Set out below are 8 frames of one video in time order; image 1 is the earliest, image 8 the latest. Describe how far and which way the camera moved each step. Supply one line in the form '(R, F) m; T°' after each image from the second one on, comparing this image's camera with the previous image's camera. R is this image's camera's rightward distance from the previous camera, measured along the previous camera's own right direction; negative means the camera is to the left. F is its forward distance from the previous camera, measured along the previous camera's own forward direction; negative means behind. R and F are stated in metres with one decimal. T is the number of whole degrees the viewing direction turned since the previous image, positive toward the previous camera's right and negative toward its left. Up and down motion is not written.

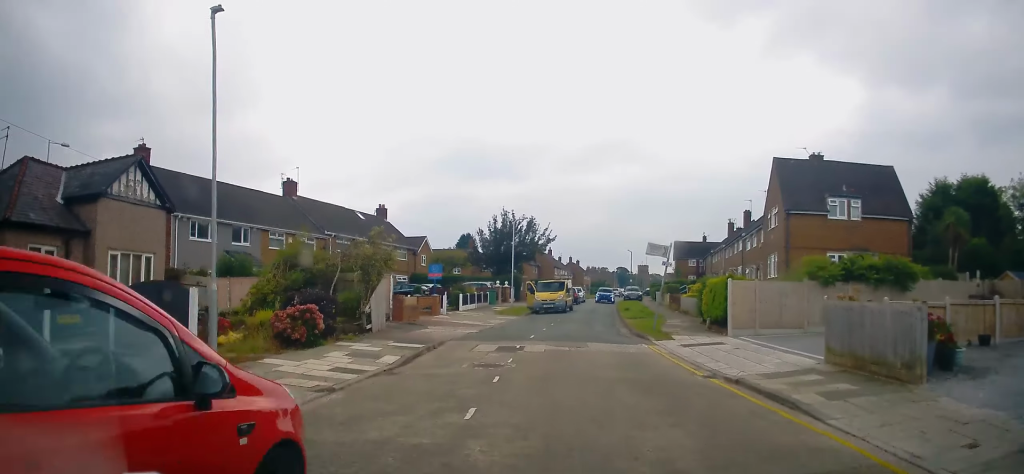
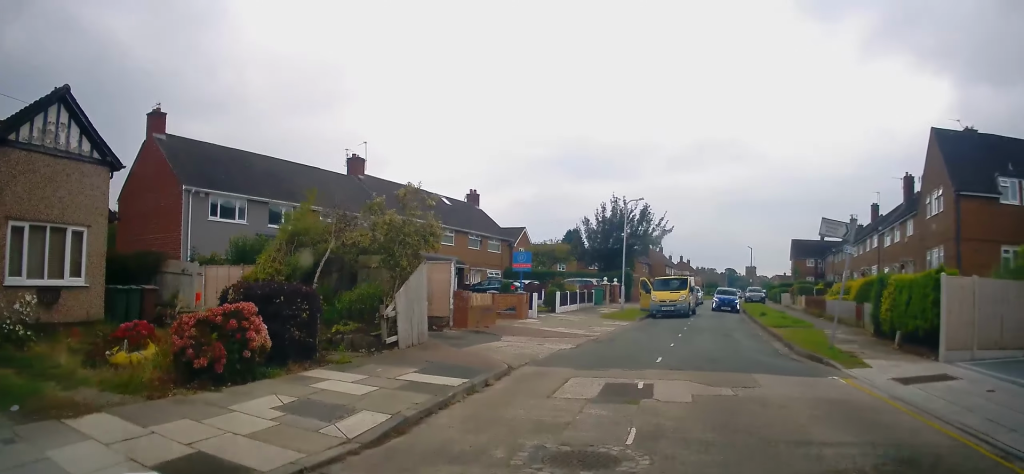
(-0.6, +7.5) m; -5°
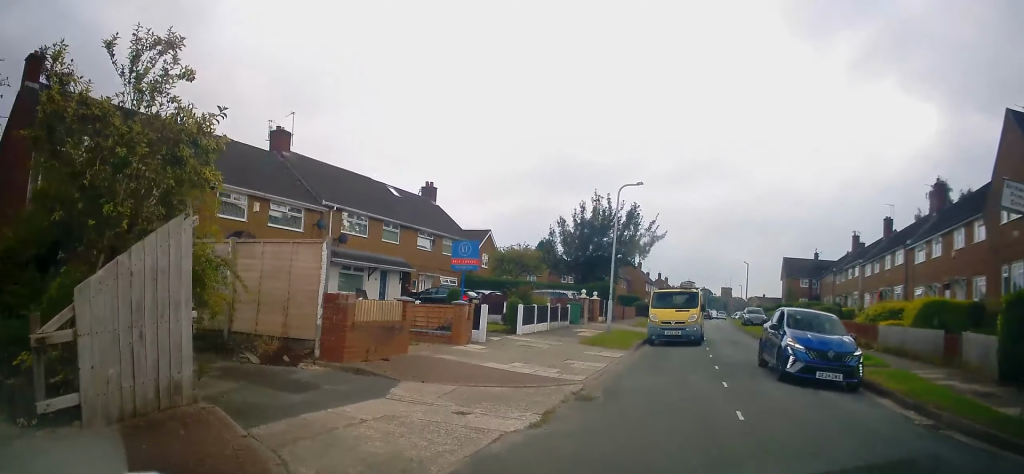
(0.0, +8.0) m; -1°
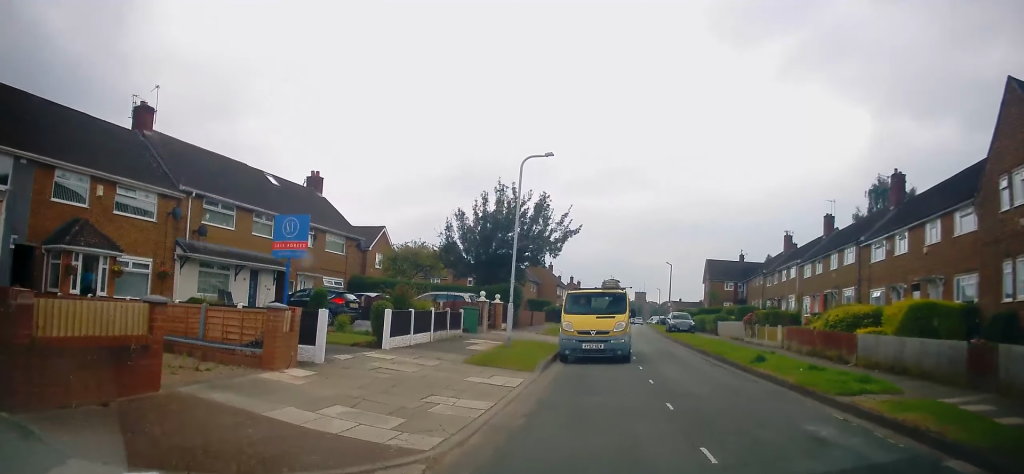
(-0.1, +4.9) m; +7°
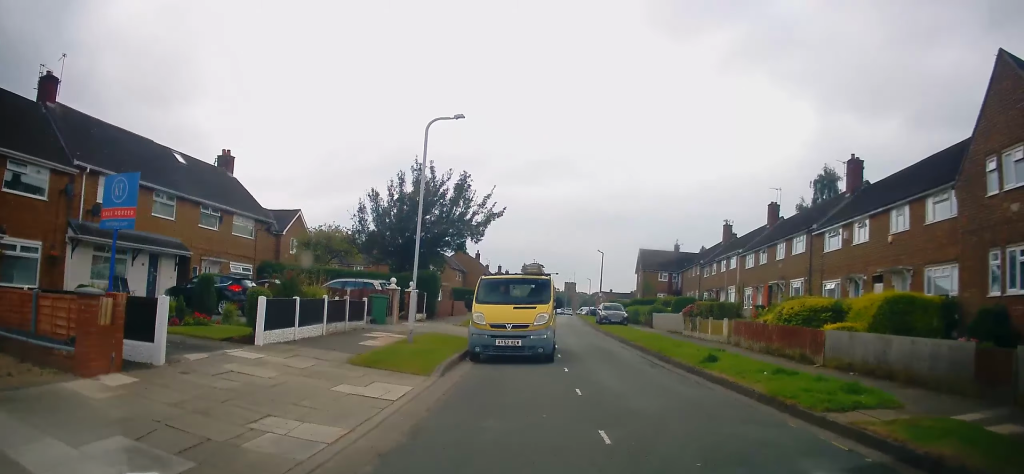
(+0.1, +2.5) m; +9°
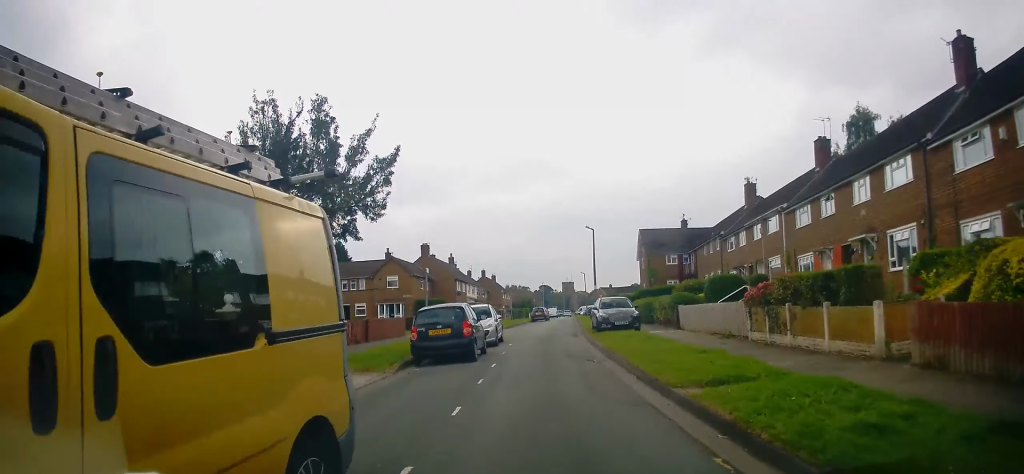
(+0.2, +13.0) m; -3°
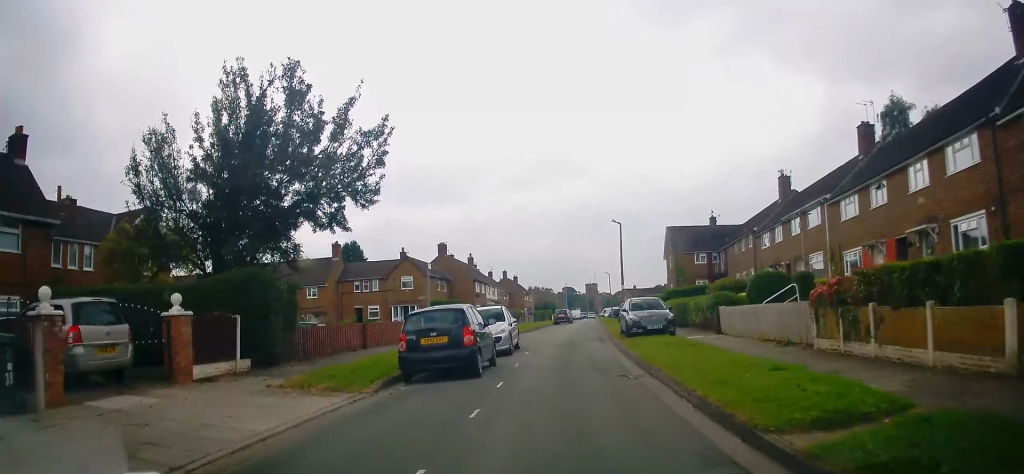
(+0.1, +2.9) m; -1°
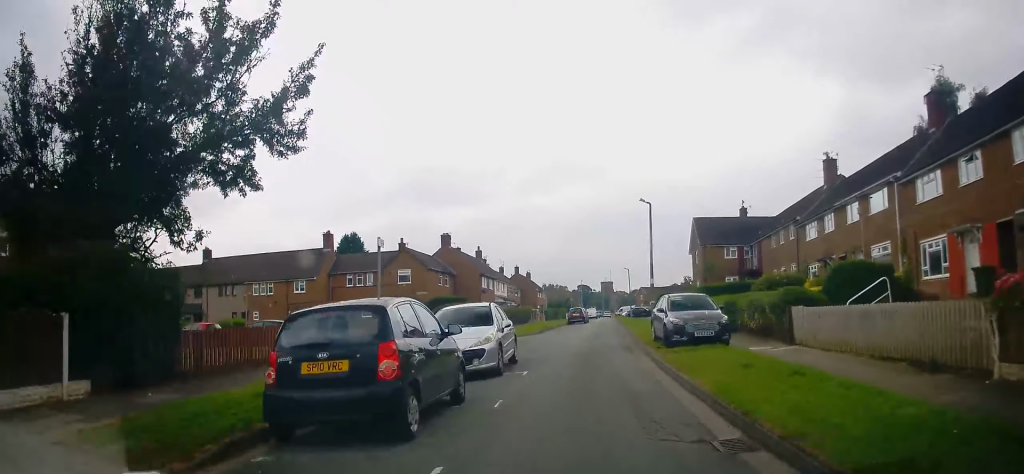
(-0.1, +5.6) m; -1°
